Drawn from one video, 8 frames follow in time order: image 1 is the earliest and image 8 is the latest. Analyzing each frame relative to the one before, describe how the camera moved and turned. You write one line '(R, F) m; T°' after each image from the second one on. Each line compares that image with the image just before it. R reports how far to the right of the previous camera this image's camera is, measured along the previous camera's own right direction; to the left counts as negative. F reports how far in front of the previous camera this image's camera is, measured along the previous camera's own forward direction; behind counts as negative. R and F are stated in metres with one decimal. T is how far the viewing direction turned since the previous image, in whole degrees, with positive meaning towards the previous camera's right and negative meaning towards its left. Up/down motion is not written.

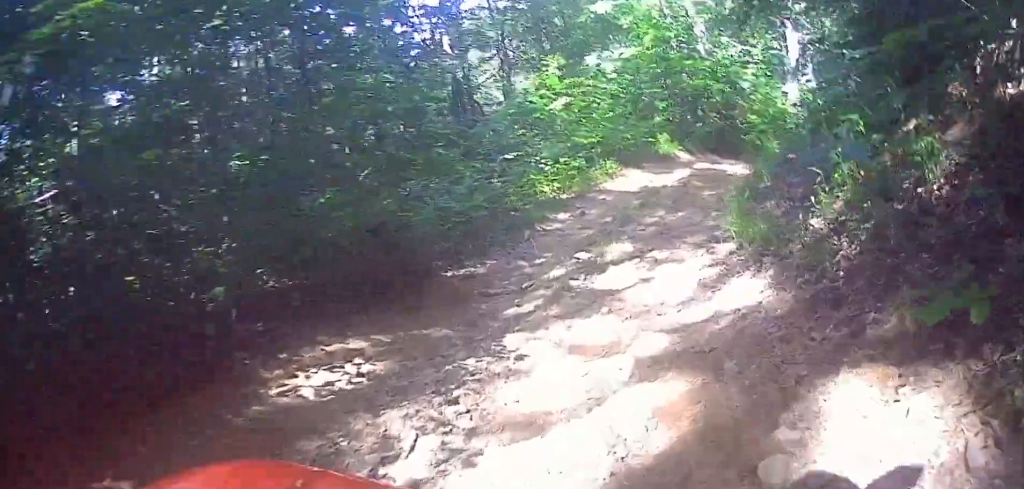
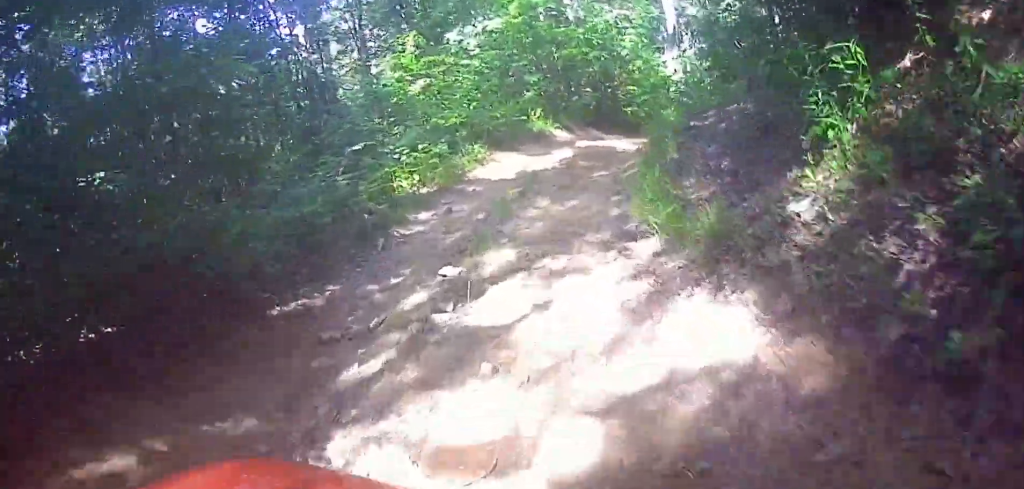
(-0.3, +4.1) m; -6°
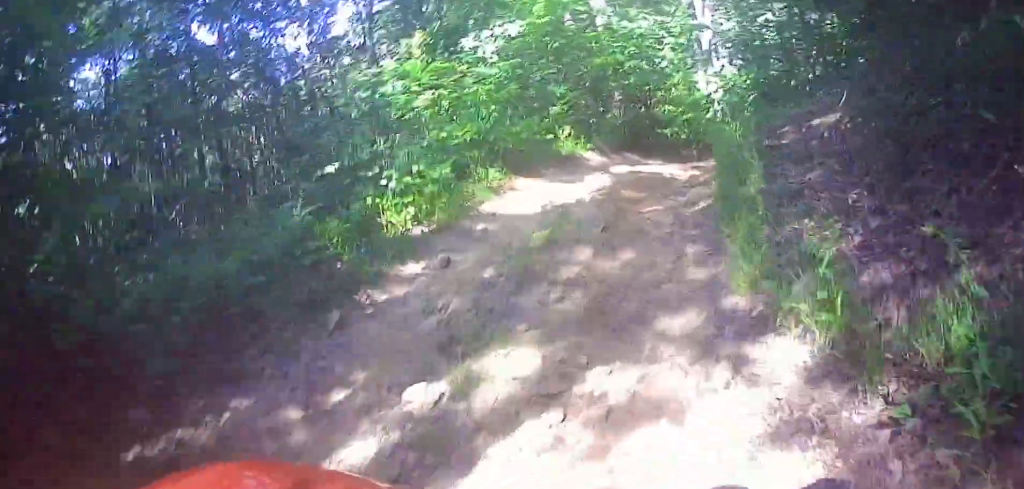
(-0.3, +4.5) m; -9°
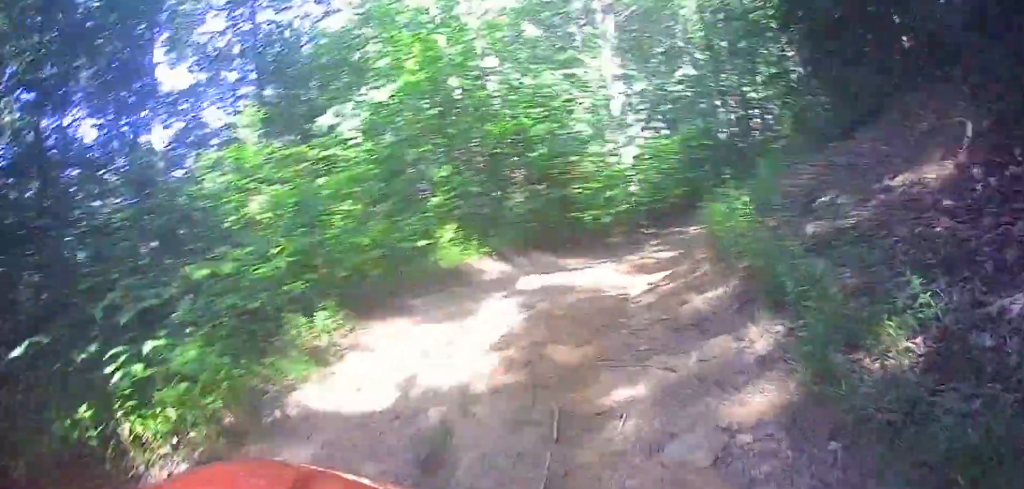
(-0.9, +9.9) m; -5°
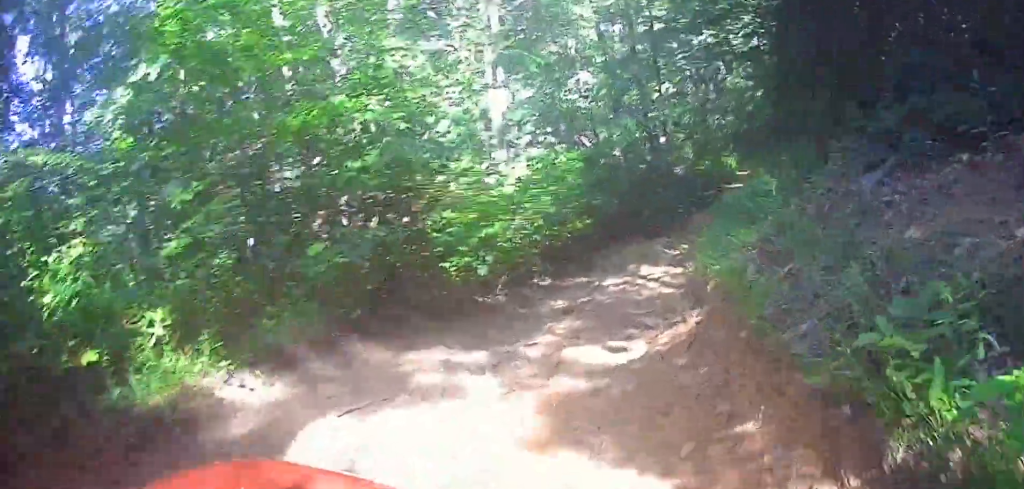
(0.0, +12.7) m; 0°
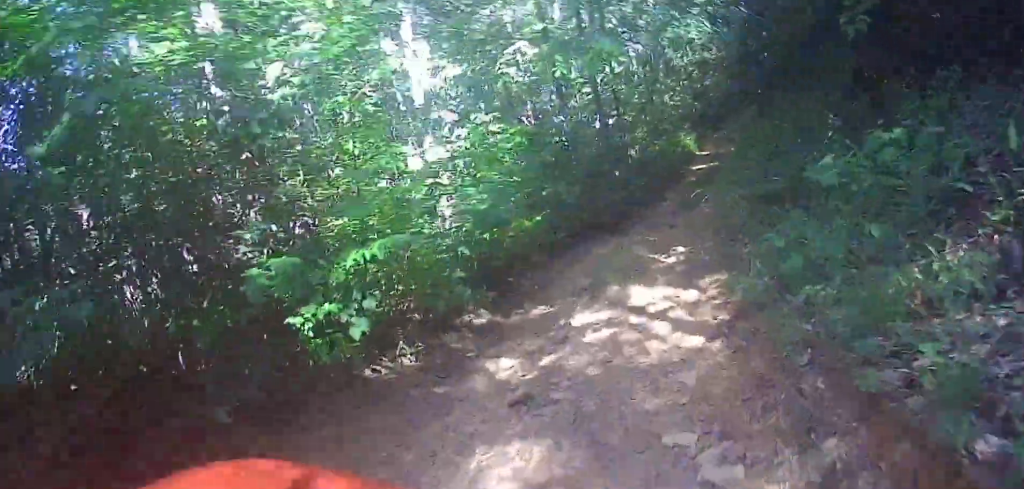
(0.0, +7.9) m; +9°
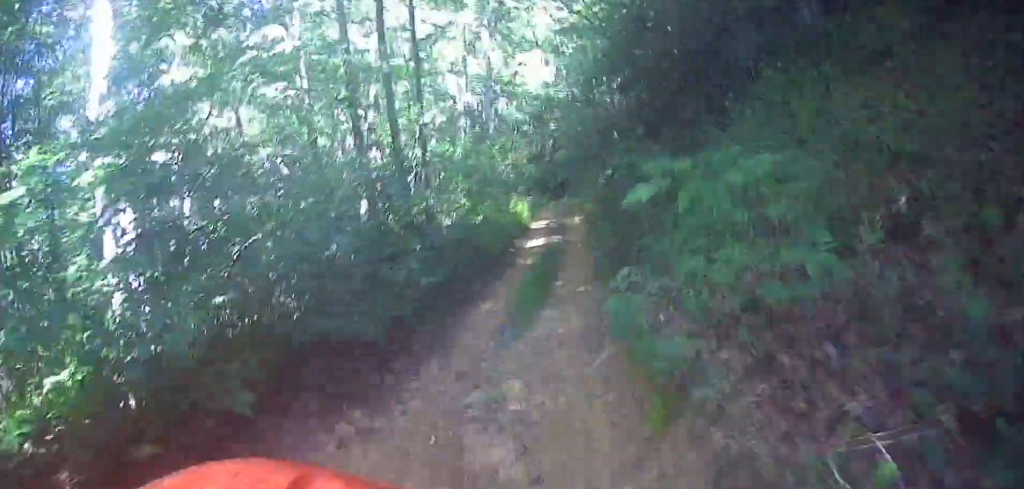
(+3.3, +7.9) m; +48°
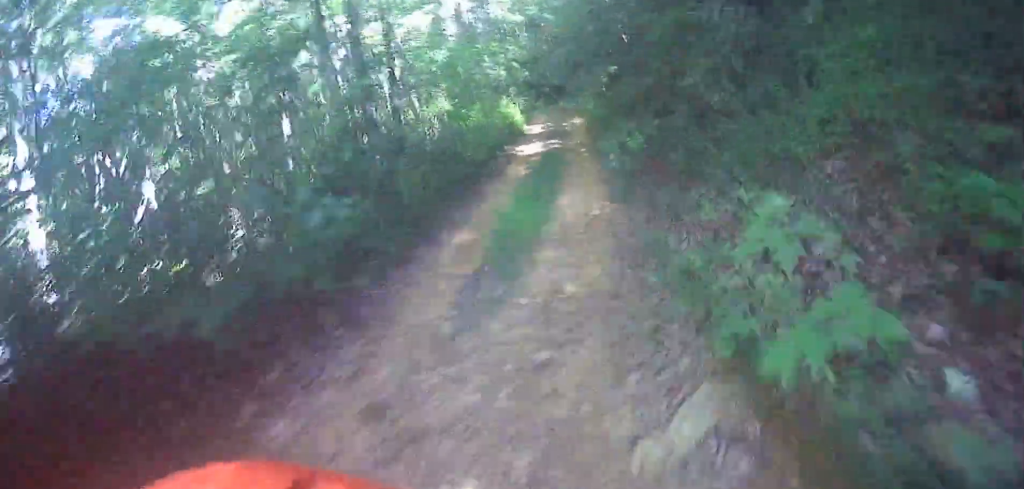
(0.0, +4.0) m; +16°
